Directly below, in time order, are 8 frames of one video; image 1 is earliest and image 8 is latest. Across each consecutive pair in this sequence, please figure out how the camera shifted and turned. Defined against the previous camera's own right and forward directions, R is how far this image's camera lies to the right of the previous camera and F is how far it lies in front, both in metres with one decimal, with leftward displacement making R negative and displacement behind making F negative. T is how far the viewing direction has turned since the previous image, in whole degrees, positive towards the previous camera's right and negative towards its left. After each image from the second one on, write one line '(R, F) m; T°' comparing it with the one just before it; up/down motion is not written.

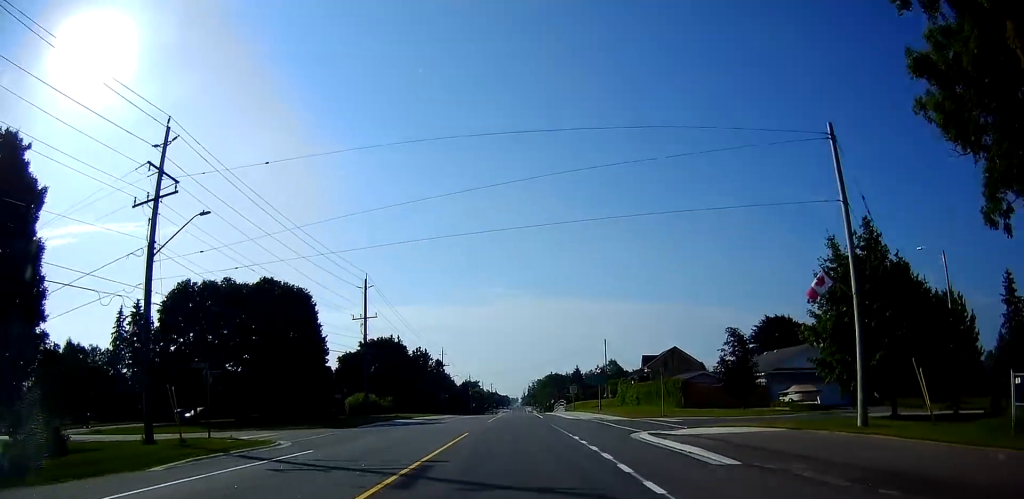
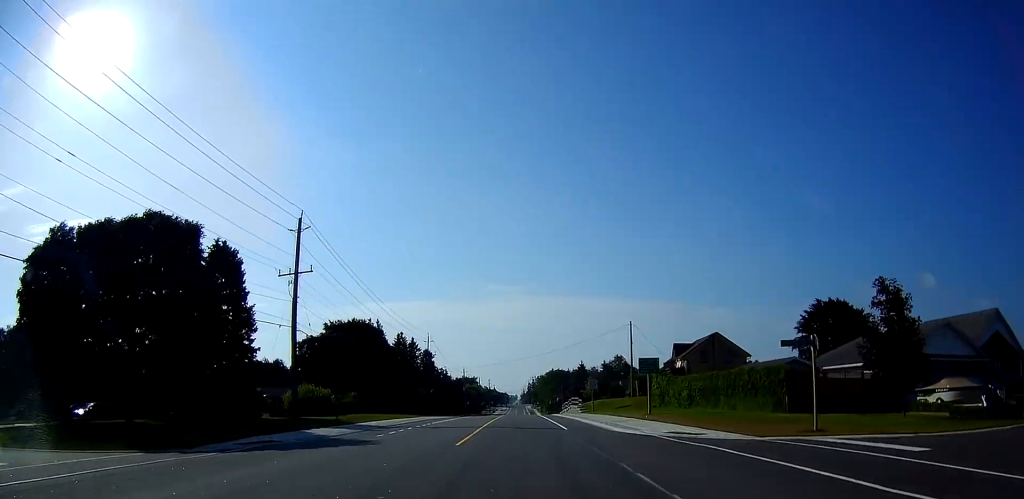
(+0.1, +19.1) m; +1°
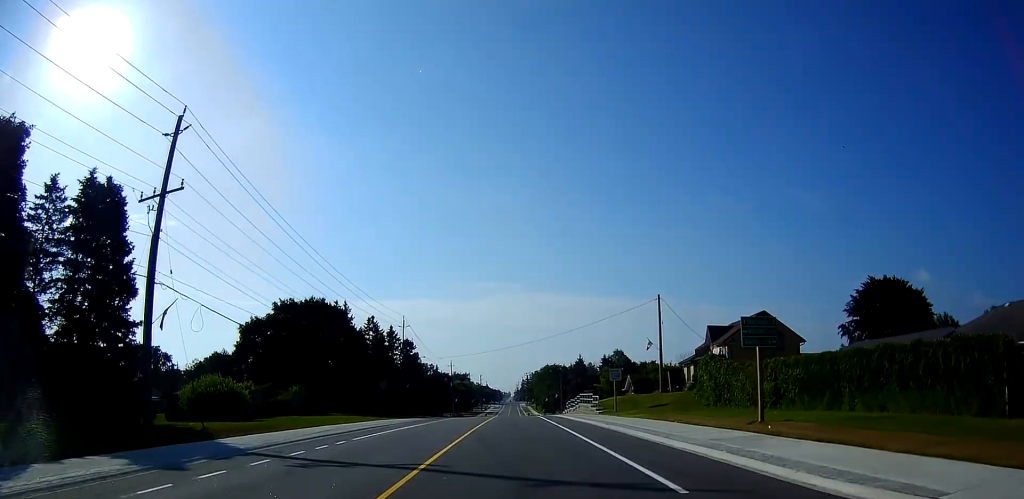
(+0.1, +16.4) m; +1°
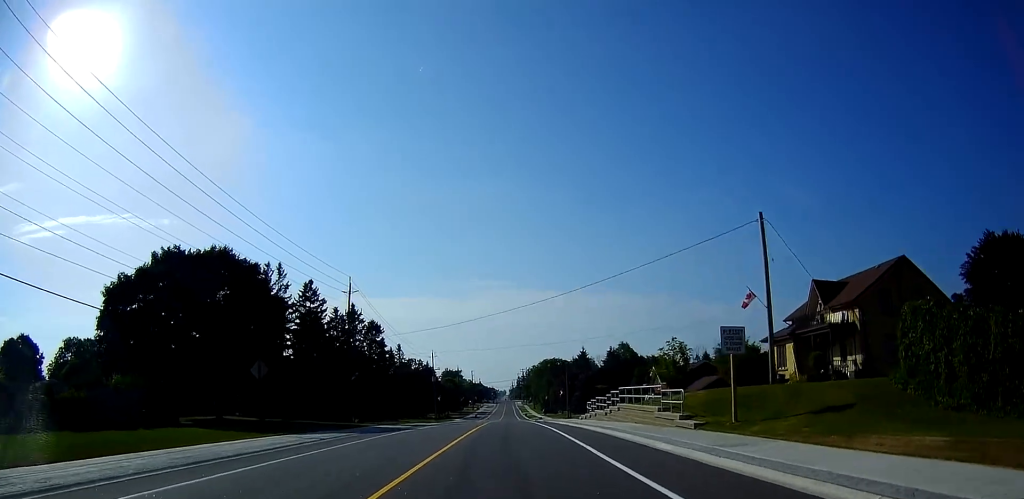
(0.0, +24.1) m; 0°
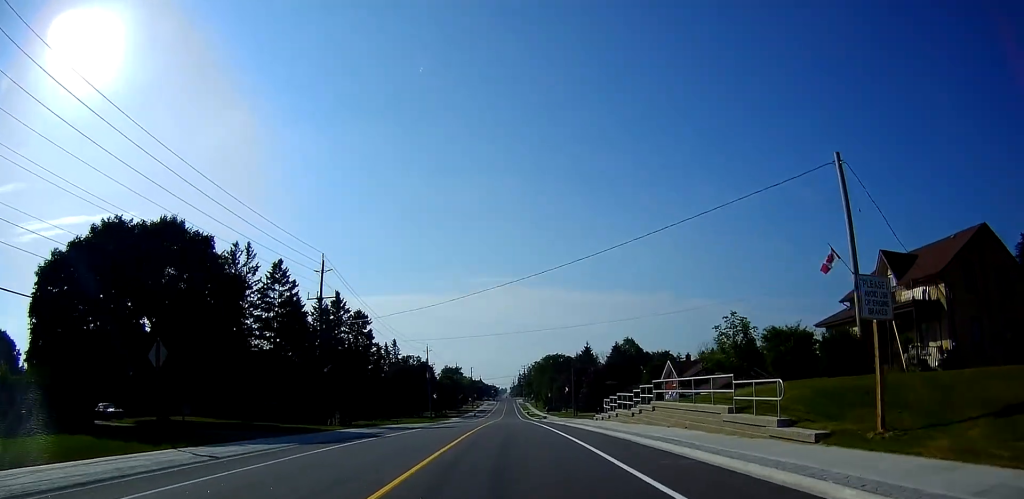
(-0.1, +8.3) m; +1°
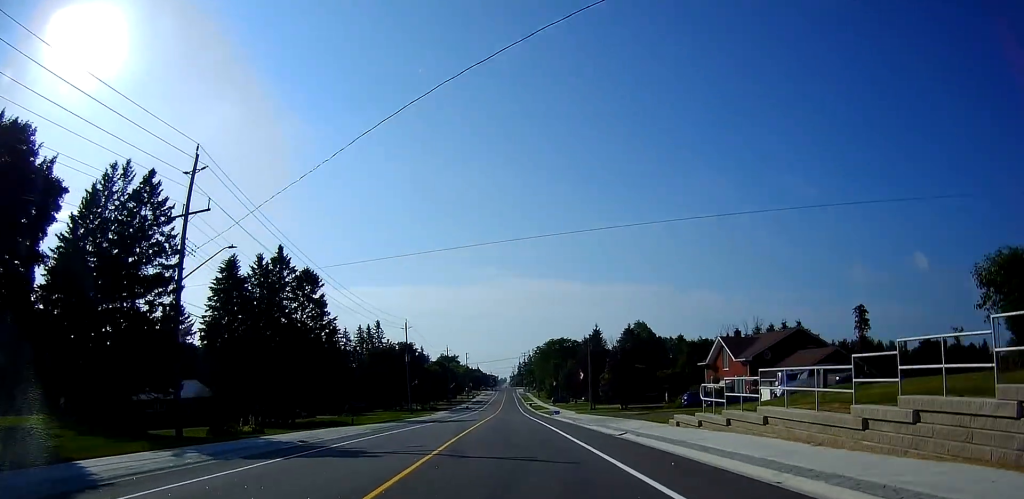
(+0.2, +20.9) m; -1°
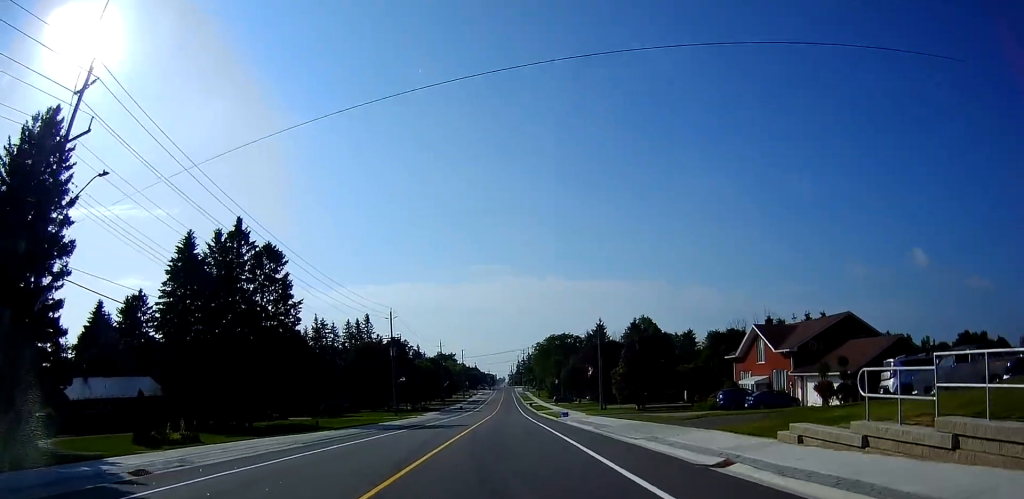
(-0.4, +9.7) m; 0°
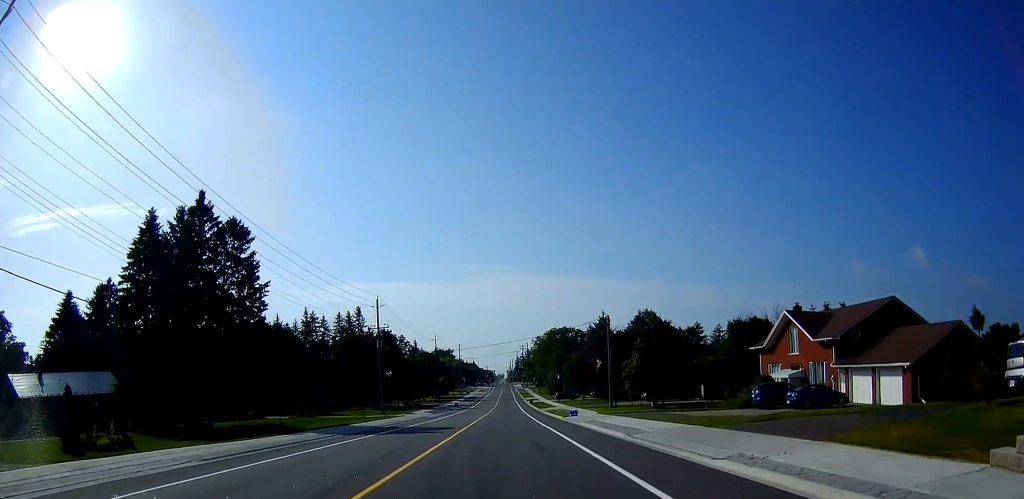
(0.0, +7.0) m; 0°
